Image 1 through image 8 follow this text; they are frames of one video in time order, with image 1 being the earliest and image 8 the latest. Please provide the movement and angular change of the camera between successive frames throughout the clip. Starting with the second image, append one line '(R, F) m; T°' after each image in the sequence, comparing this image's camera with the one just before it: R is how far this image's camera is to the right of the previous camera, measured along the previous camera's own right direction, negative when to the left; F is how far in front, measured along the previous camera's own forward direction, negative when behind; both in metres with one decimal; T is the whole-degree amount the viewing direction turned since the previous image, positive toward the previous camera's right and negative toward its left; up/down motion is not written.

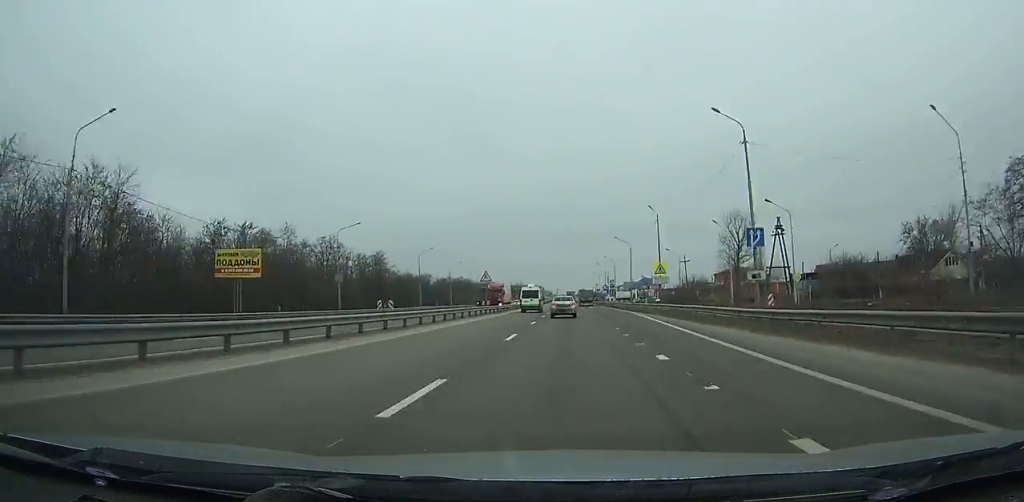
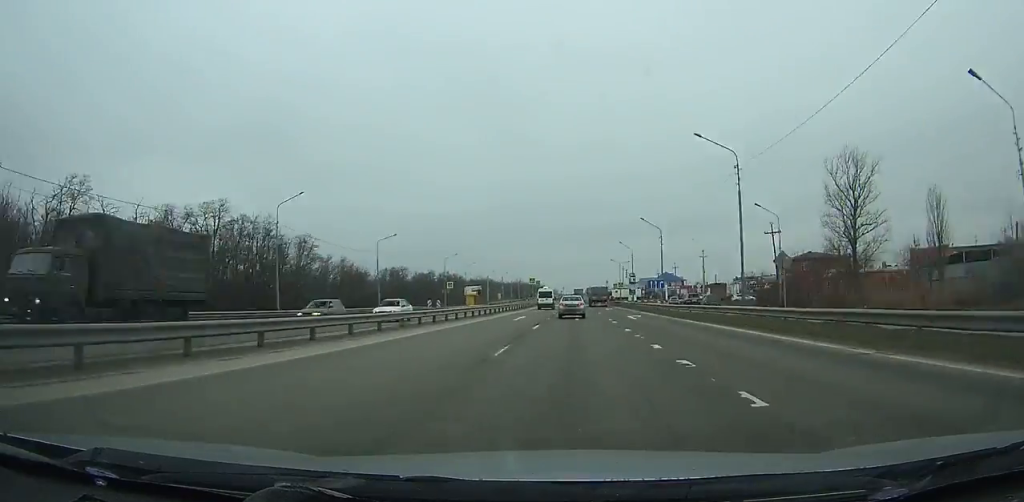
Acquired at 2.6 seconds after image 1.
(0.0, +52.5) m; 0°
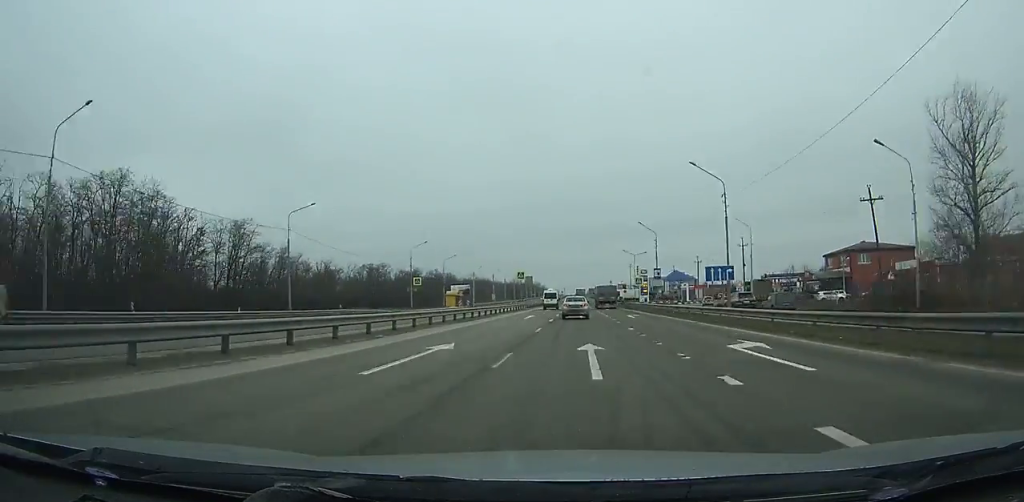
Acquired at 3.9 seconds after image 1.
(-0.1, +25.9) m; 0°
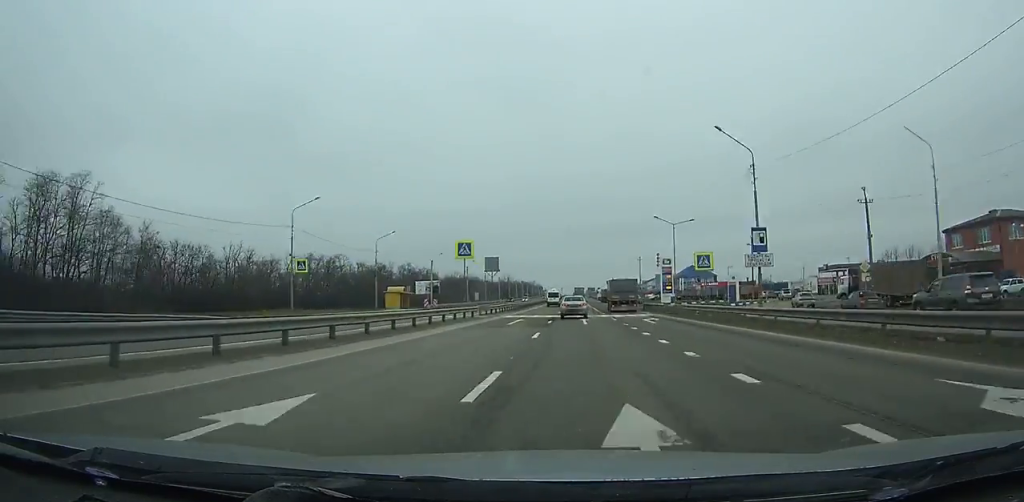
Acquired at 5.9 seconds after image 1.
(+0.1, +39.4) m; 0°
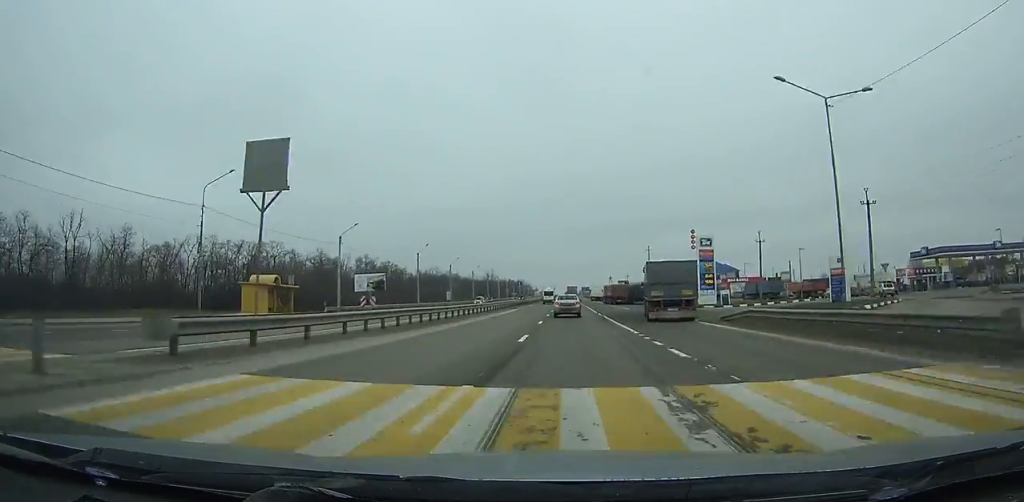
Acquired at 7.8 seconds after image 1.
(+0.1, +37.3) m; 0°
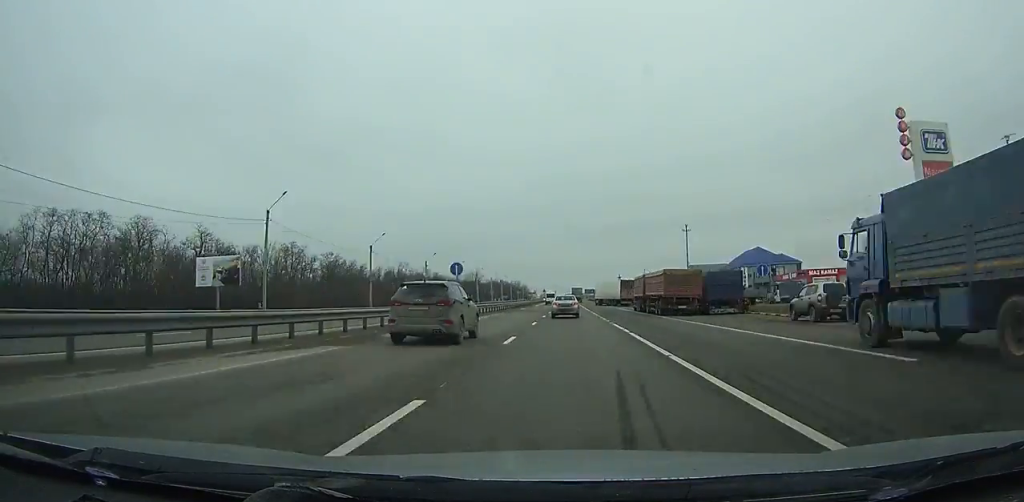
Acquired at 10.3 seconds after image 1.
(0.0, +49.0) m; 0°
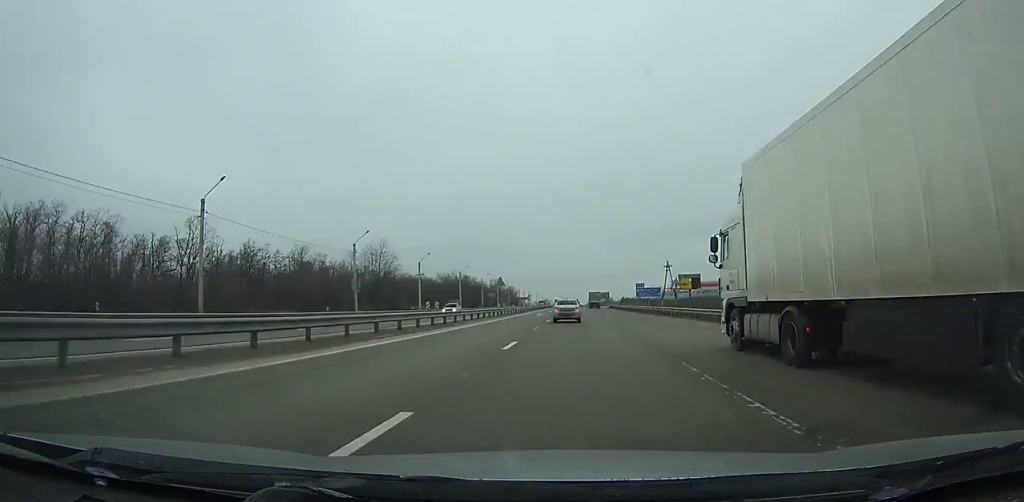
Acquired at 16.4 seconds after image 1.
(-0.6, +123.4) m; 0°
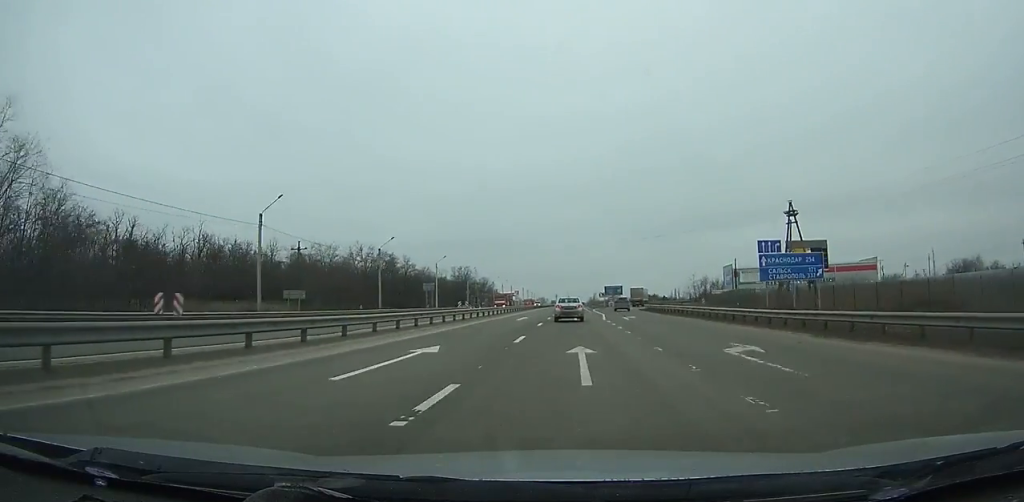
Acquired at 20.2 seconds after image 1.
(+0.2, +81.9) m; 0°
